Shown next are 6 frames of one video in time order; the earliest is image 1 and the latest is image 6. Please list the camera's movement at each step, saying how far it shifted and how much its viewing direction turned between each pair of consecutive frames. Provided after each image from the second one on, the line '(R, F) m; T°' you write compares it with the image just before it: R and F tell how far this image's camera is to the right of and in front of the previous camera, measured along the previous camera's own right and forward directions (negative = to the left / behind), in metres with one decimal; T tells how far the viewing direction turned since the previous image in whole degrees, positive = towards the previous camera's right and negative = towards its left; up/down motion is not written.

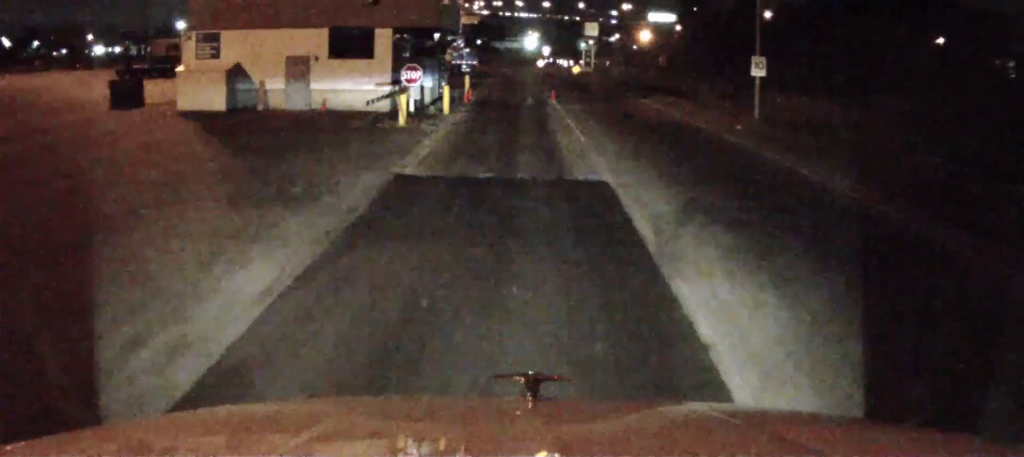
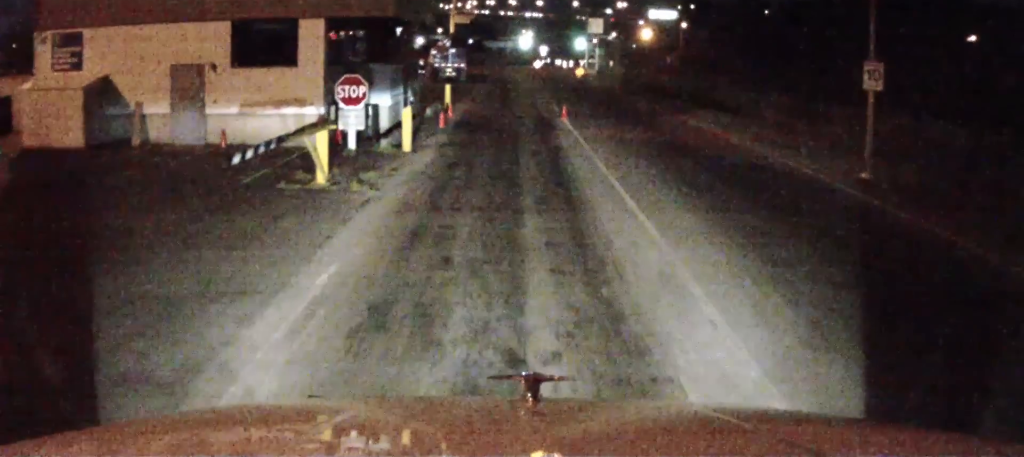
(-0.2, +11.7) m; -1°
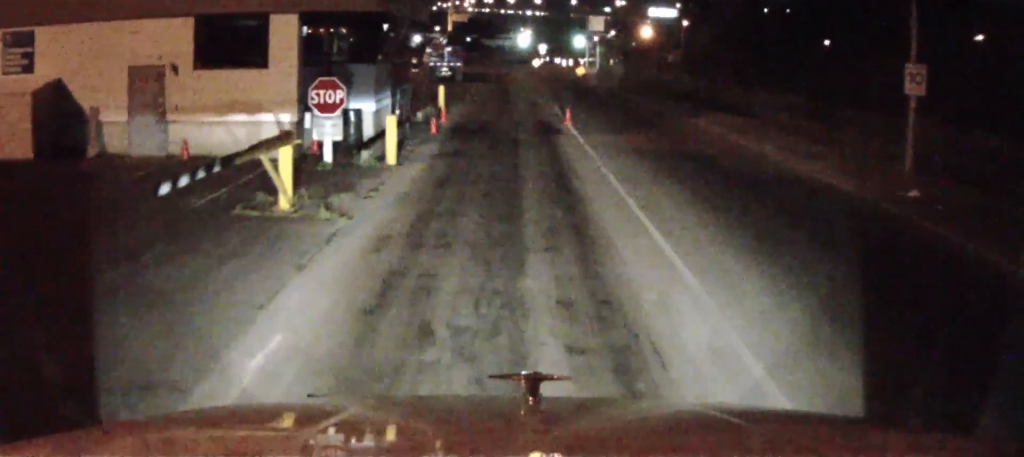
(0.0, +3.0) m; +1°
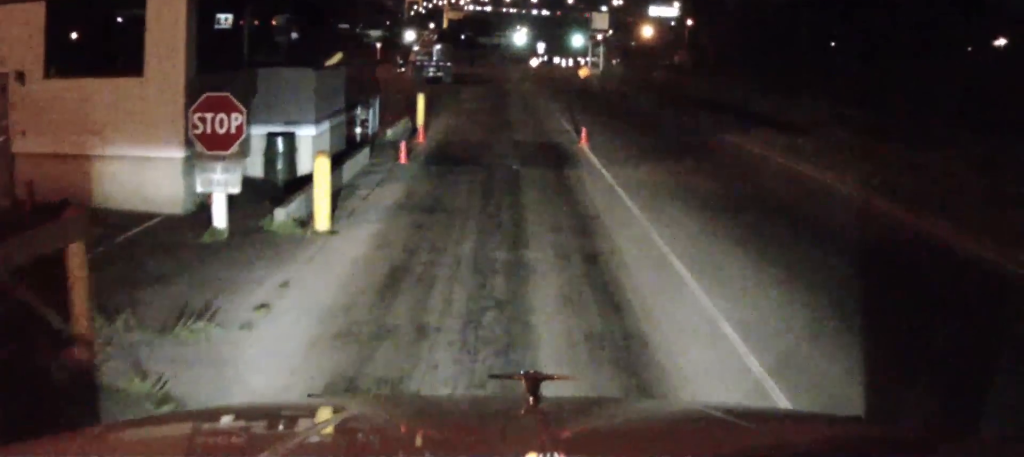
(+0.1, +7.0) m; +1°
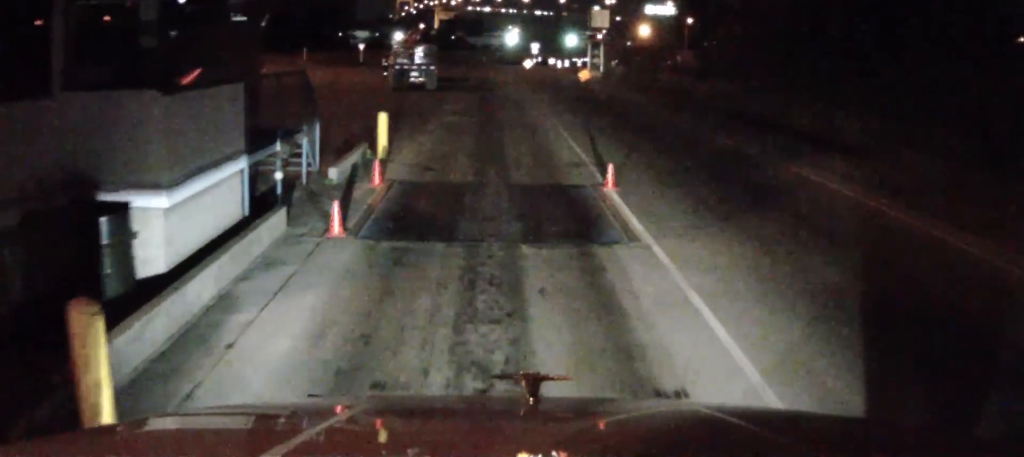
(+0.1, +7.2) m; +1°
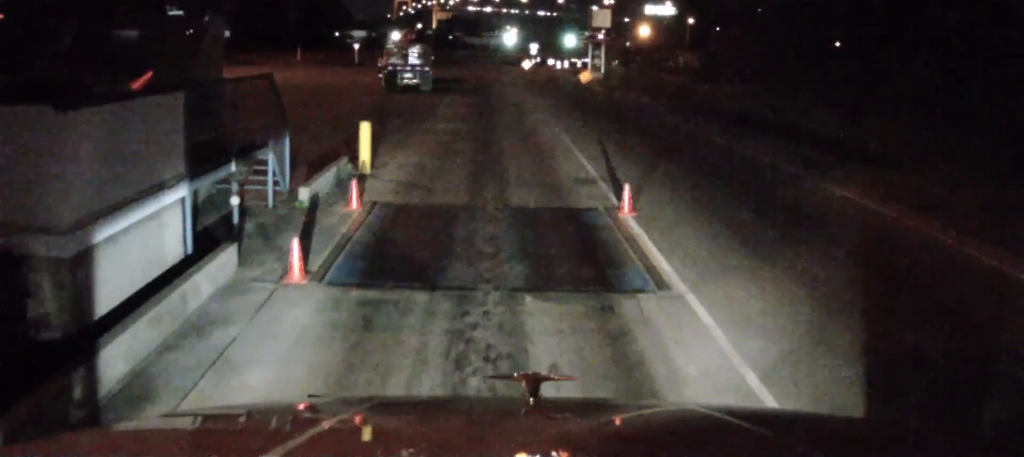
(0.0, +2.4) m; -1°
